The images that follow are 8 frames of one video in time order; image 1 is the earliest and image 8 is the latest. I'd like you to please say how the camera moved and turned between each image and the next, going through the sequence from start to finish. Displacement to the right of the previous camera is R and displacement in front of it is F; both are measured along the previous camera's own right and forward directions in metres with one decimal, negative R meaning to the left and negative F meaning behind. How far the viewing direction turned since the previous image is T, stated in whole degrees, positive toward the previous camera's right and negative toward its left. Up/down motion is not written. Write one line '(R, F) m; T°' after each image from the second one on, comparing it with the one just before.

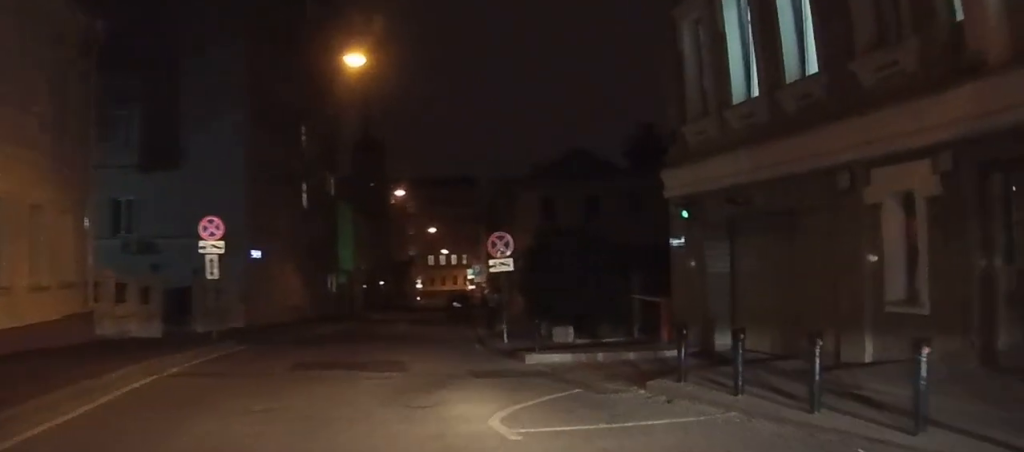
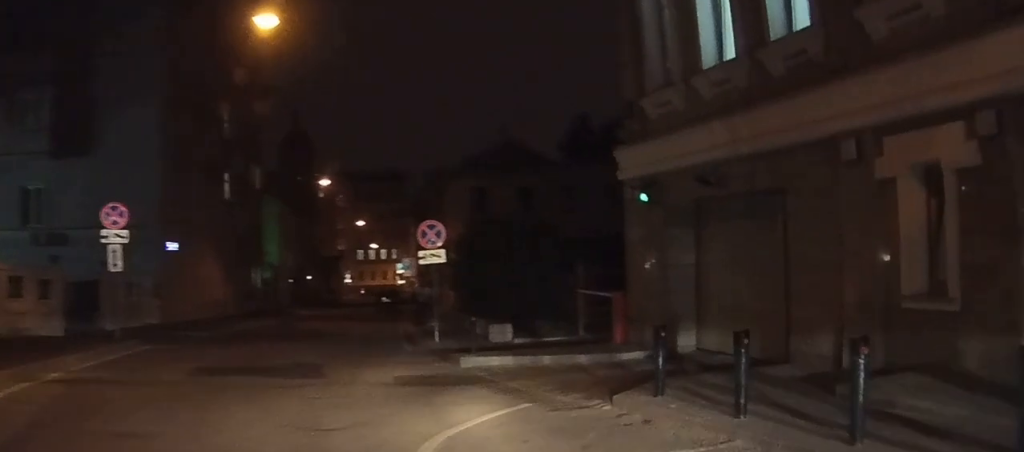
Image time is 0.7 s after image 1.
(0.0, +2.4) m; +3°
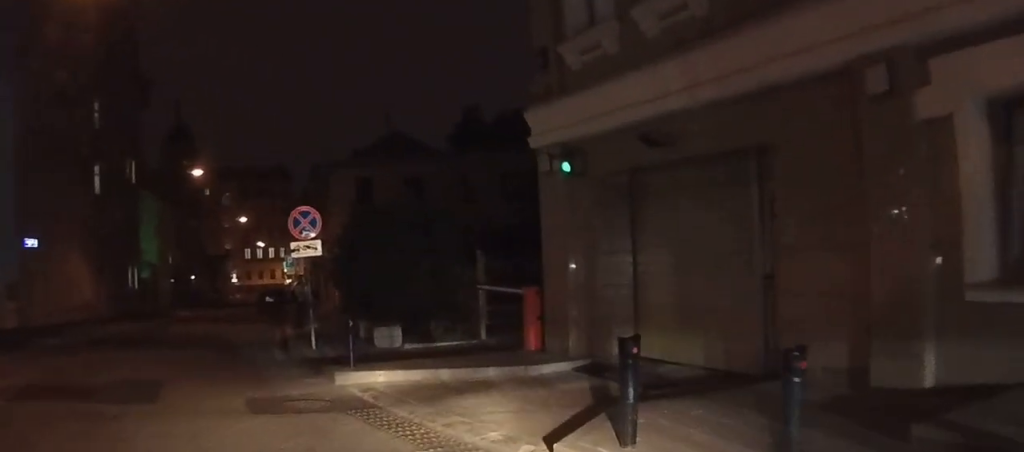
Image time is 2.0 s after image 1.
(+0.2, +3.5) m; +4°
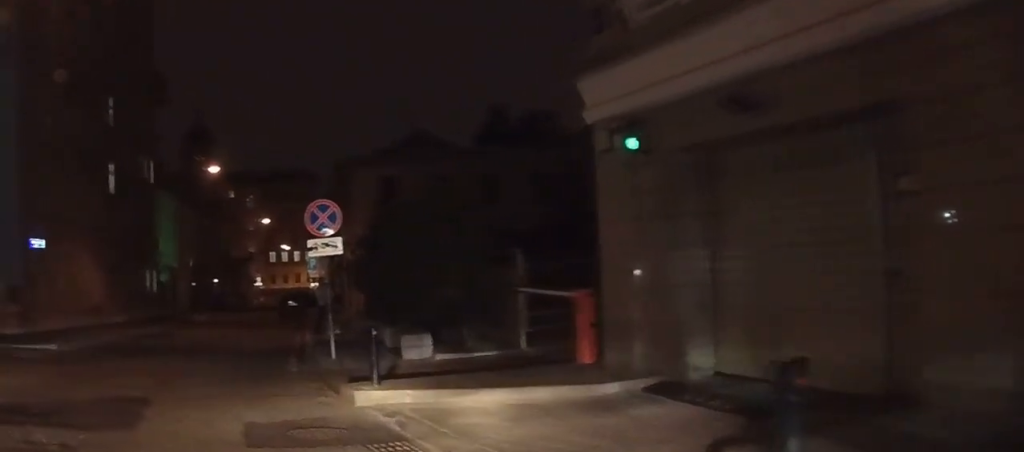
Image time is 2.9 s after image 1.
(-0.1, +2.1) m; -8°
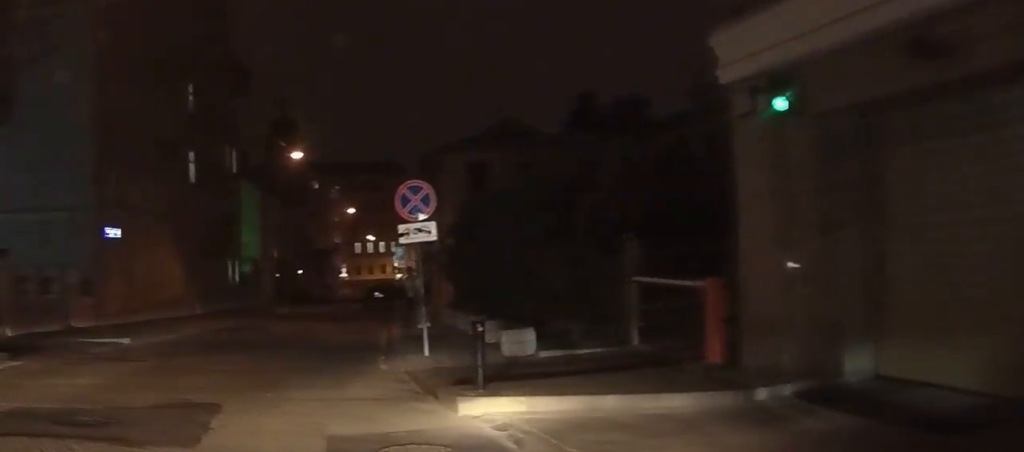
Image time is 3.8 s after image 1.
(-0.2, +1.7) m; -11°
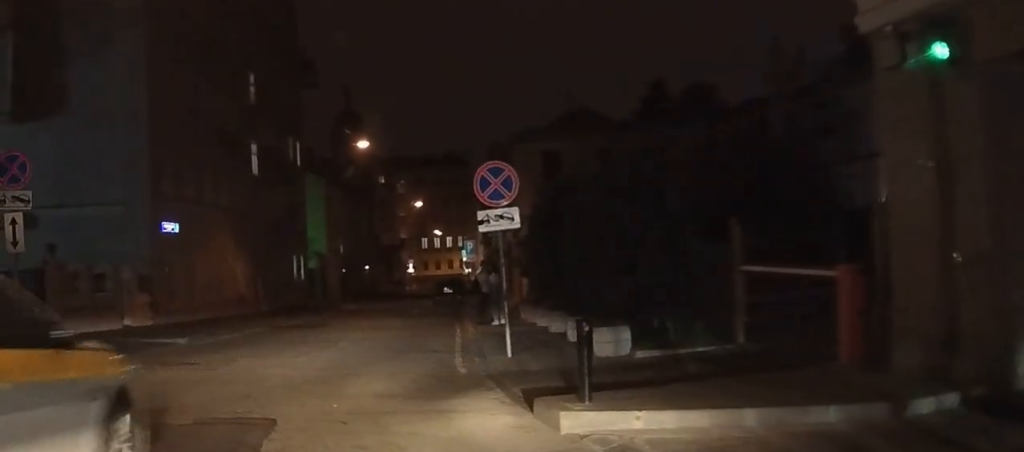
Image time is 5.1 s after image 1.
(-0.3, +2.1) m; -4°
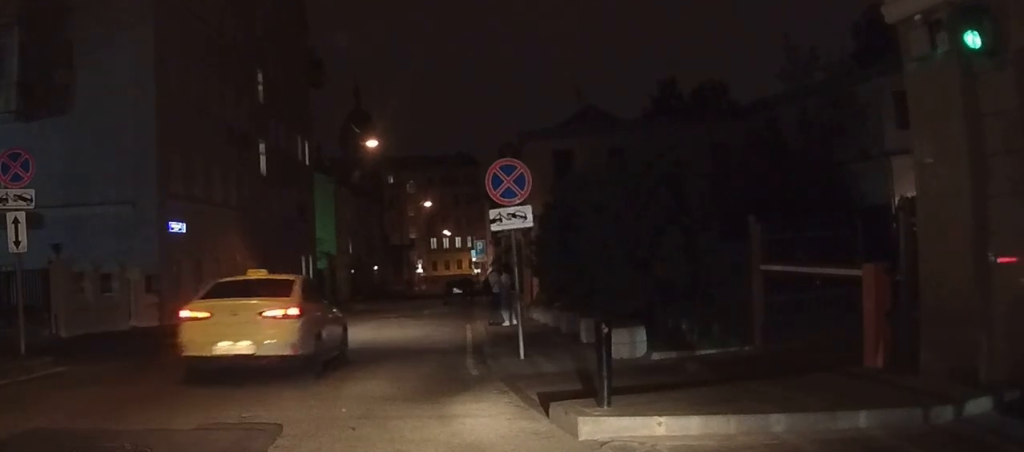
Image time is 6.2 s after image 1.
(-0.2, +1.2) m; 0°
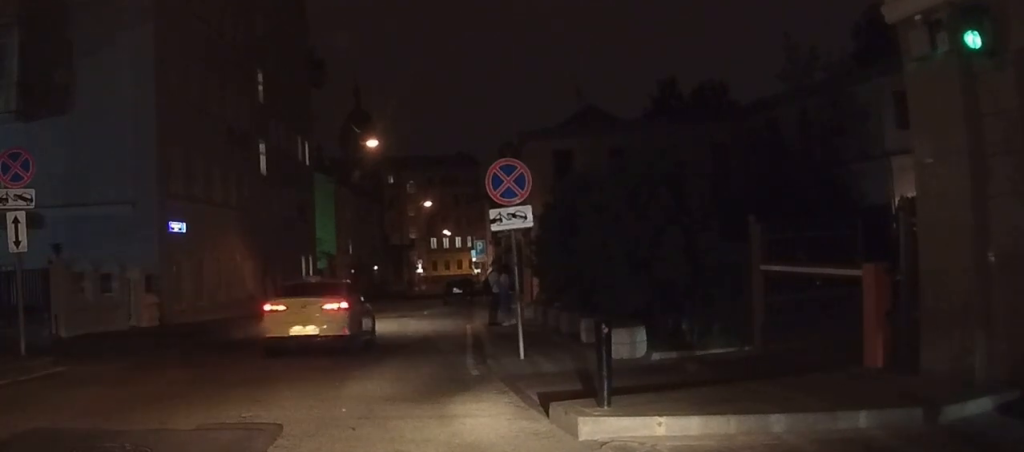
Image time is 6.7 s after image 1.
(-0.2, +0.2) m; 0°
